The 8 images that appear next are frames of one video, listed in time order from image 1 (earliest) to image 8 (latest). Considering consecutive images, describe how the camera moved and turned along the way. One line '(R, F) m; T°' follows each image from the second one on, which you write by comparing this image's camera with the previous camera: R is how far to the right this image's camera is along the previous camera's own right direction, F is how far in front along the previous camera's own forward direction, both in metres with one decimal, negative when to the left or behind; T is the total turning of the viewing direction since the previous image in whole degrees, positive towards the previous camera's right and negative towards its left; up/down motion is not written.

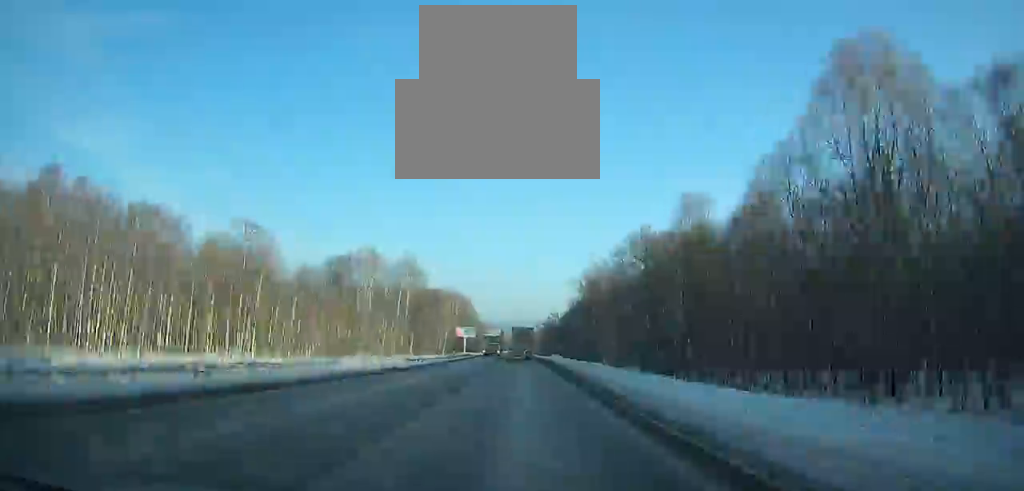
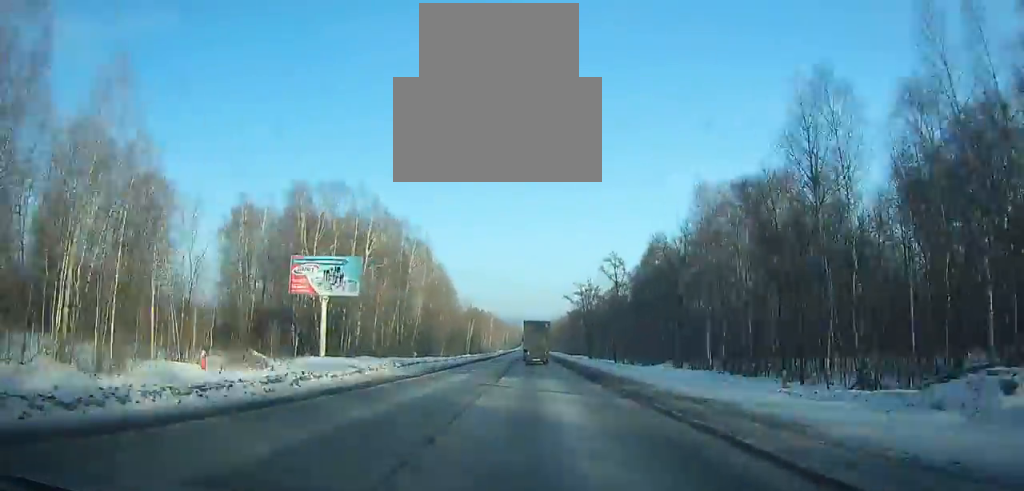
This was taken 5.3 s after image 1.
(-0.3, +131.4) m; 0°
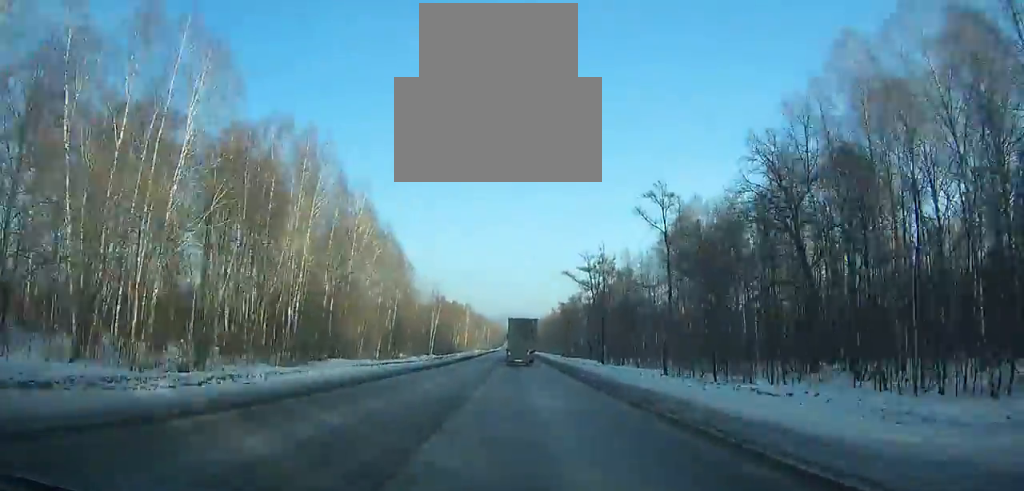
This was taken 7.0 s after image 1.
(+0.3, +42.1) m; 0°
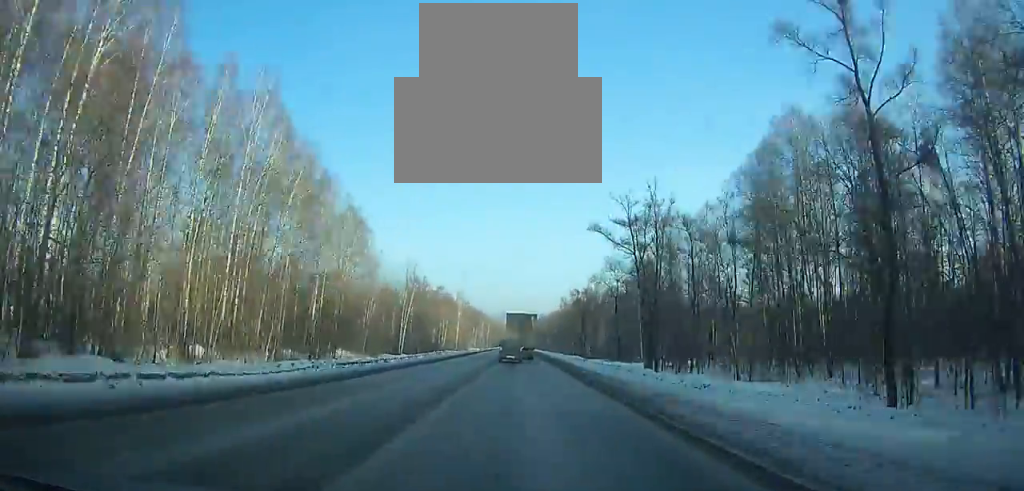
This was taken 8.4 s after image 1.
(0.0, +34.4) m; 0°
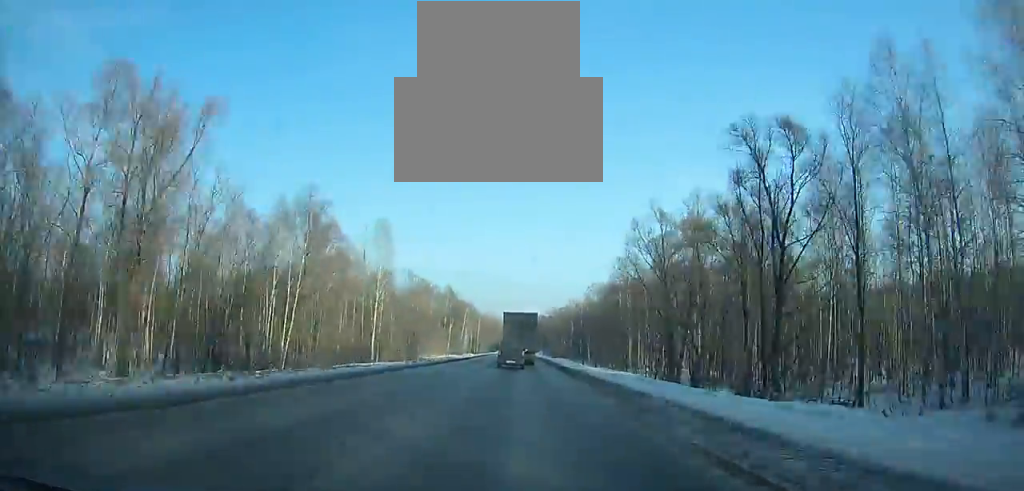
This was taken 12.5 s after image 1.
(0.0, +99.6) m; 0°
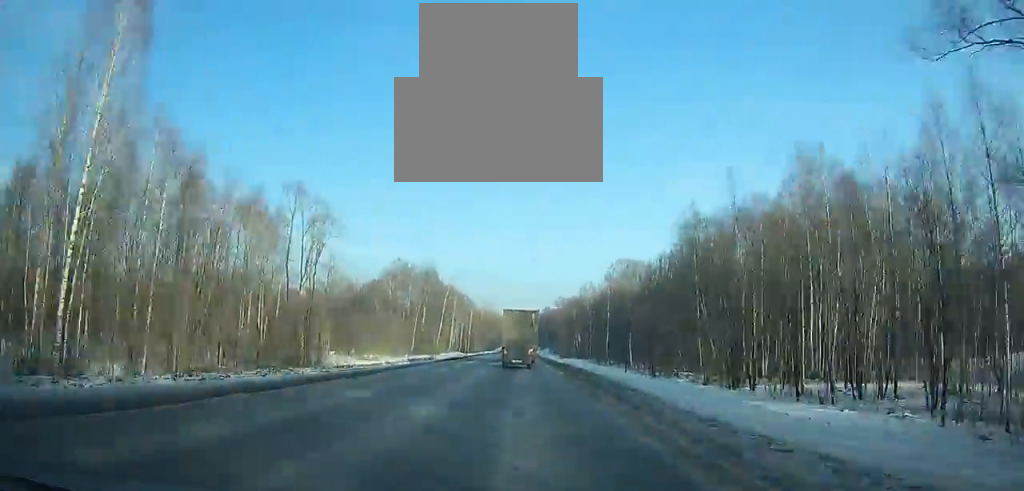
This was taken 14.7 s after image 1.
(0.0, +52.8) m; 0°
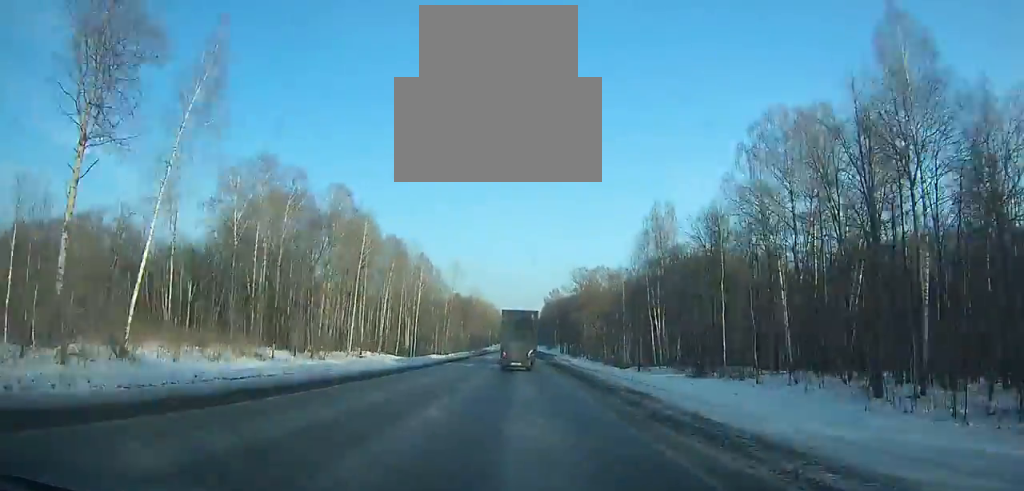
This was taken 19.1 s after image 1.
(+0.2, +105.3) m; 0°
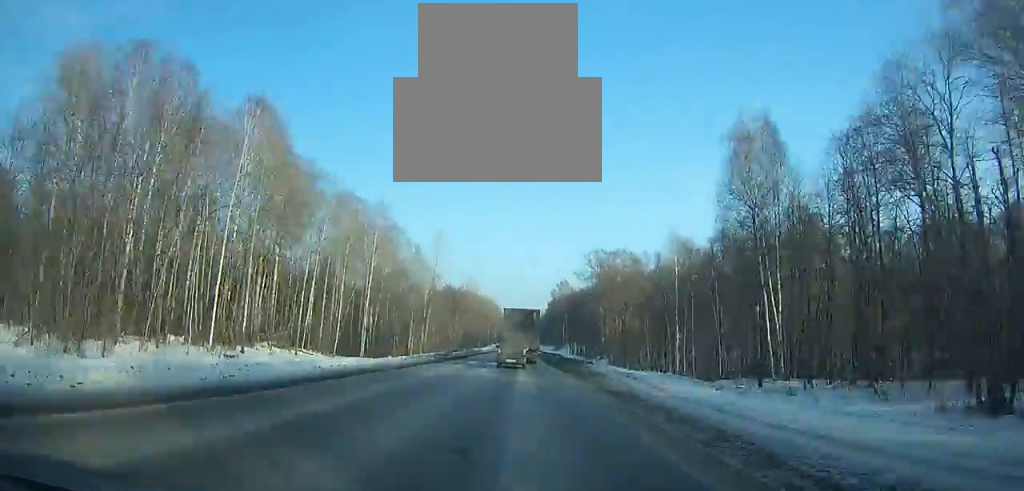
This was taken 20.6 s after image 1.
(0.0, +36.0) m; 0°
